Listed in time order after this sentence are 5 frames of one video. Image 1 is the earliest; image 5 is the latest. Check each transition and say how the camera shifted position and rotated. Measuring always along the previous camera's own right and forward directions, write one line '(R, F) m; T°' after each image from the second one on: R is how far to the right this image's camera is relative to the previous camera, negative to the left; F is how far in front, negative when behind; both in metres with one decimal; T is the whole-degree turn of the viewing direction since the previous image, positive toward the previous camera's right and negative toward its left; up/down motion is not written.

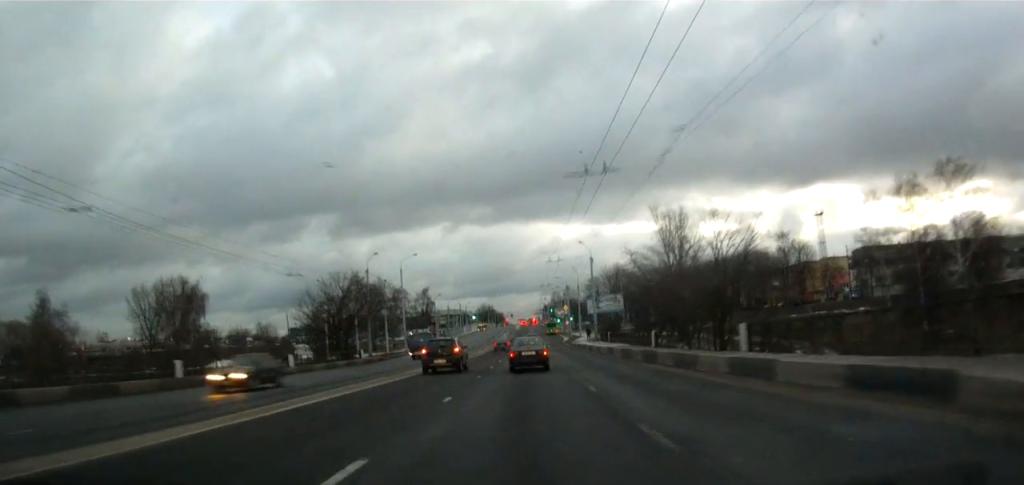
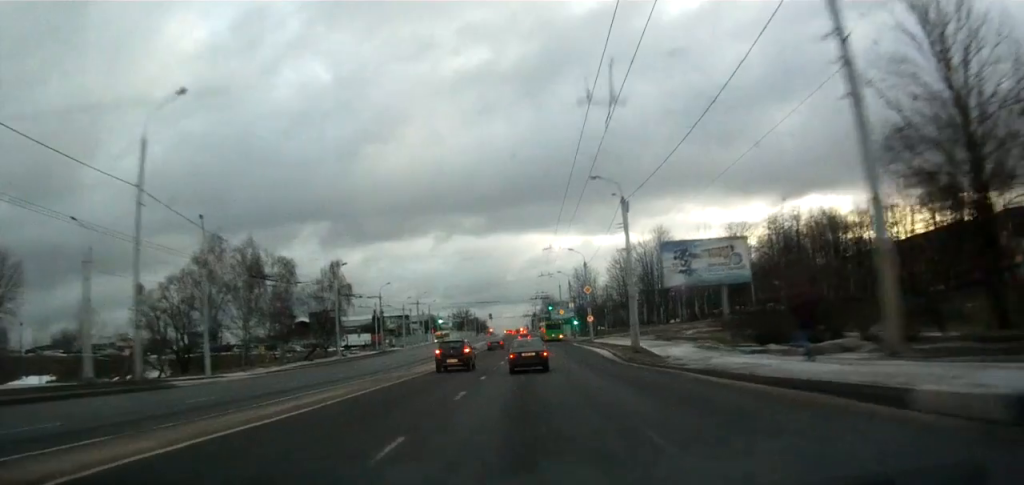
(+0.1, +64.8) m; +2°
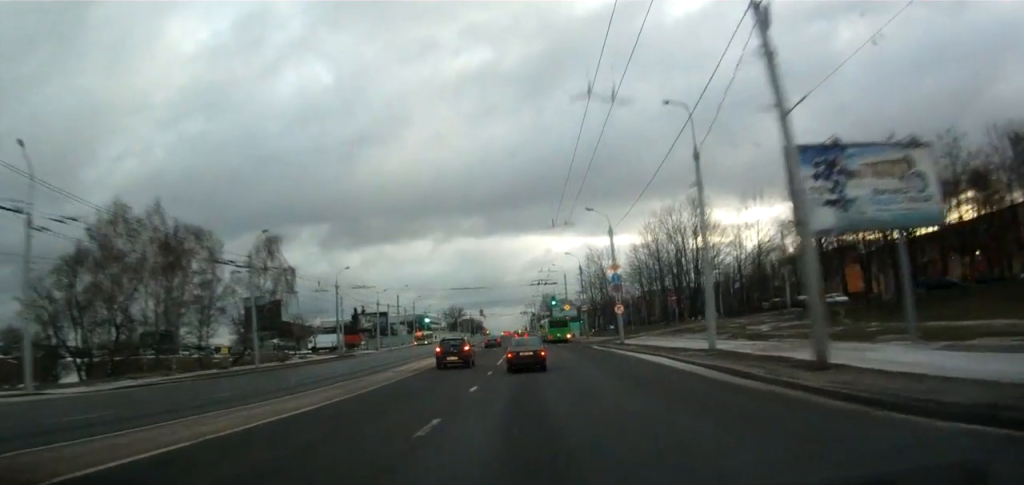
(+0.1, +21.9) m; -1°
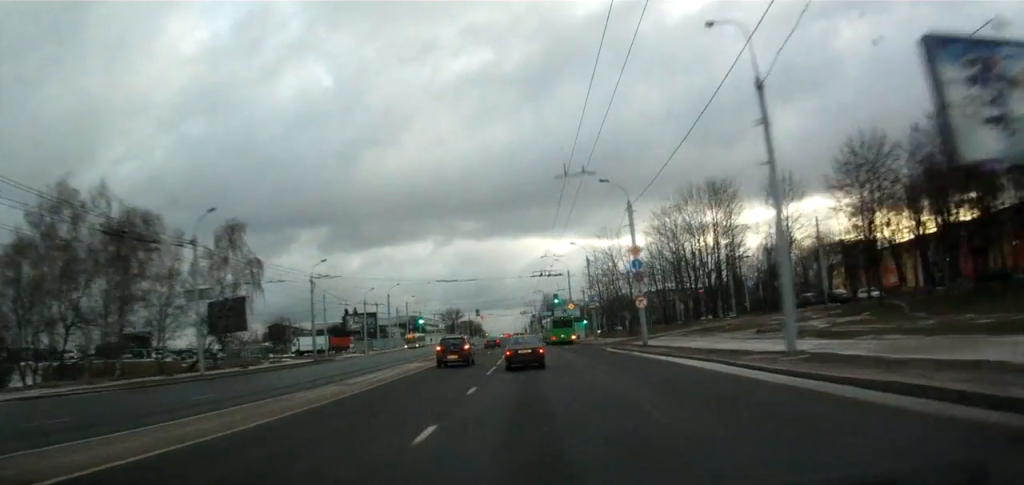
(0.0, +8.6) m; 0°
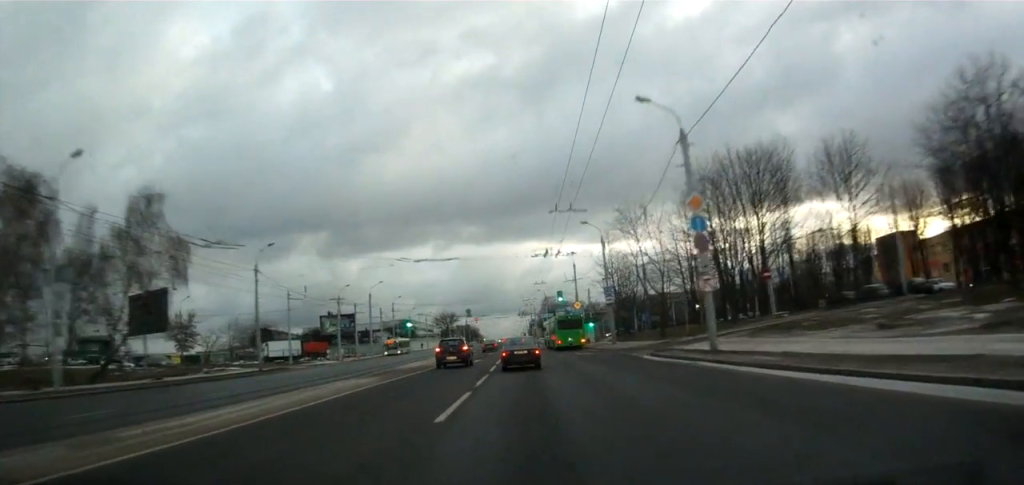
(0.0, +13.8) m; 0°
